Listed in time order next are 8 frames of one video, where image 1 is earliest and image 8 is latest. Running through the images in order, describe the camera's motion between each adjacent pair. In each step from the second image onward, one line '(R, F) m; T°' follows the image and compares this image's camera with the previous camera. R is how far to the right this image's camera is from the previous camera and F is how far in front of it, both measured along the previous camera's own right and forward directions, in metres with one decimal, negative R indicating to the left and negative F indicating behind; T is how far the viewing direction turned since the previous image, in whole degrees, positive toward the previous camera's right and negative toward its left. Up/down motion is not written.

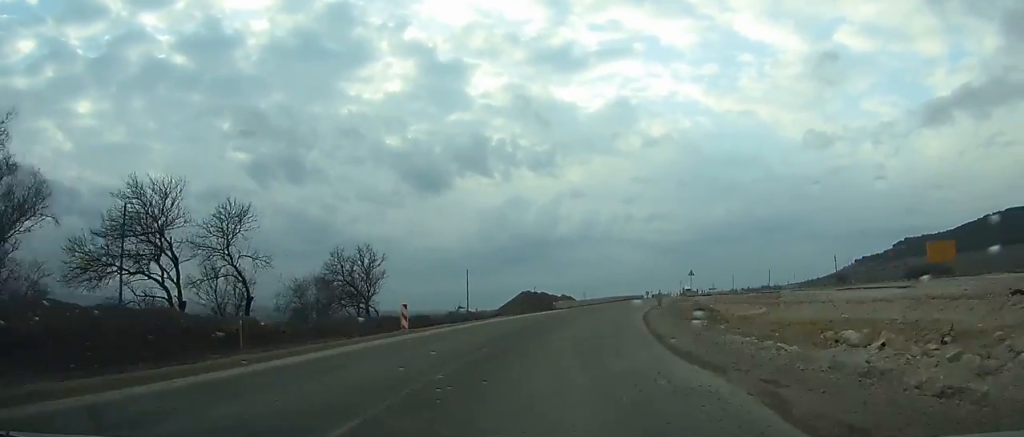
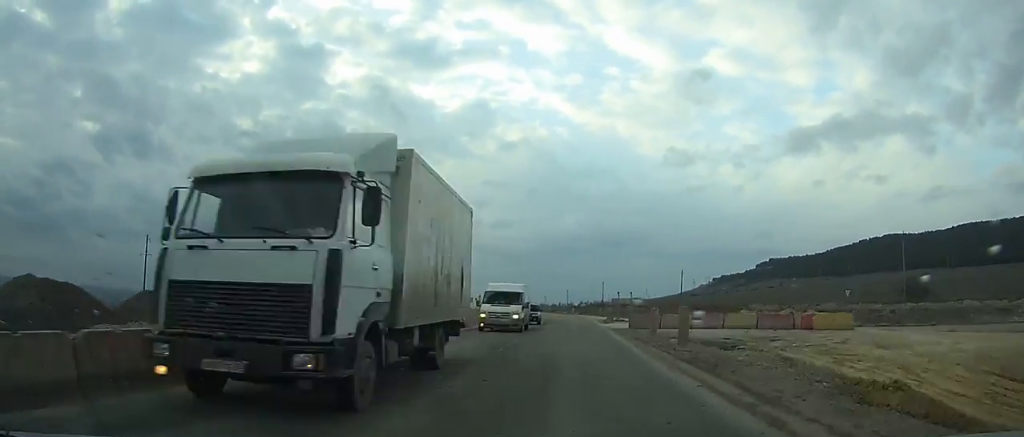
(+15.5, +125.7) m; +8°
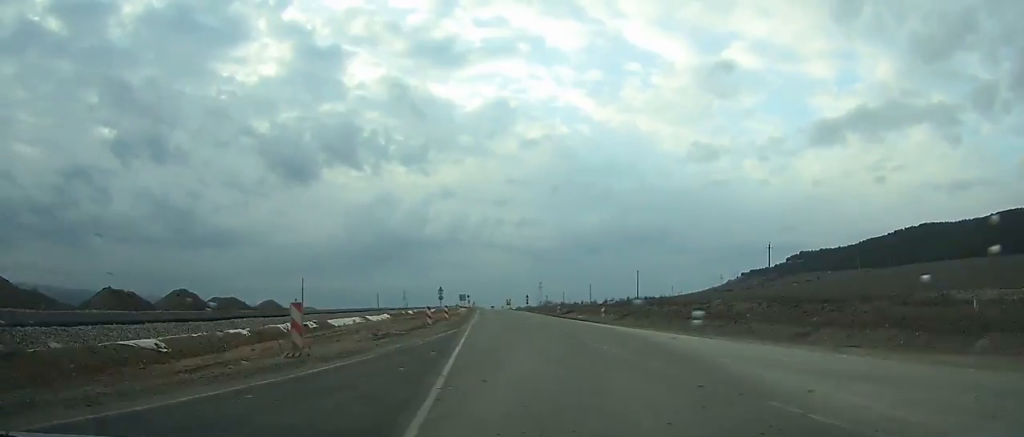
(-0.9, +57.4) m; -3°
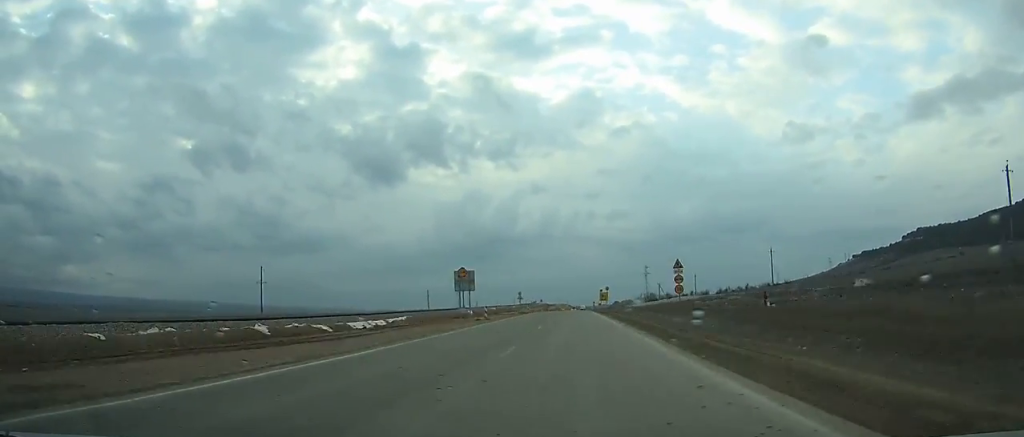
(-8.0, +124.4) m; -5°
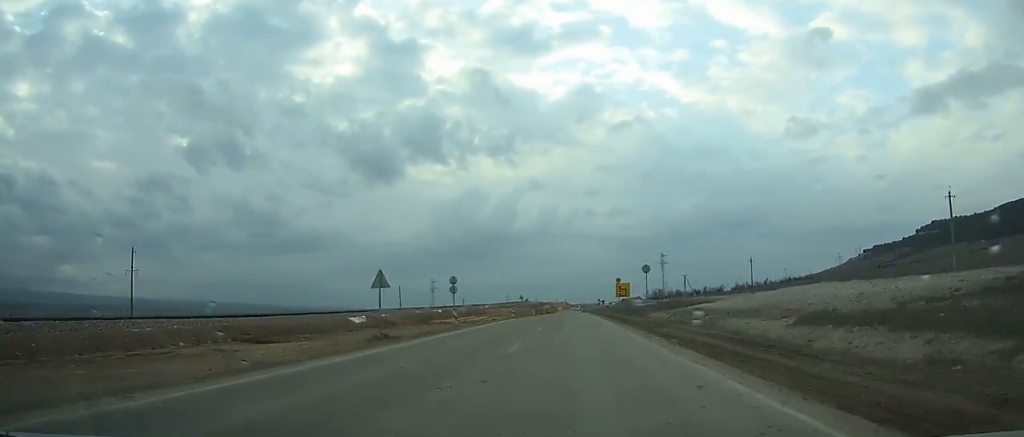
(0.0, +57.5) m; 0°
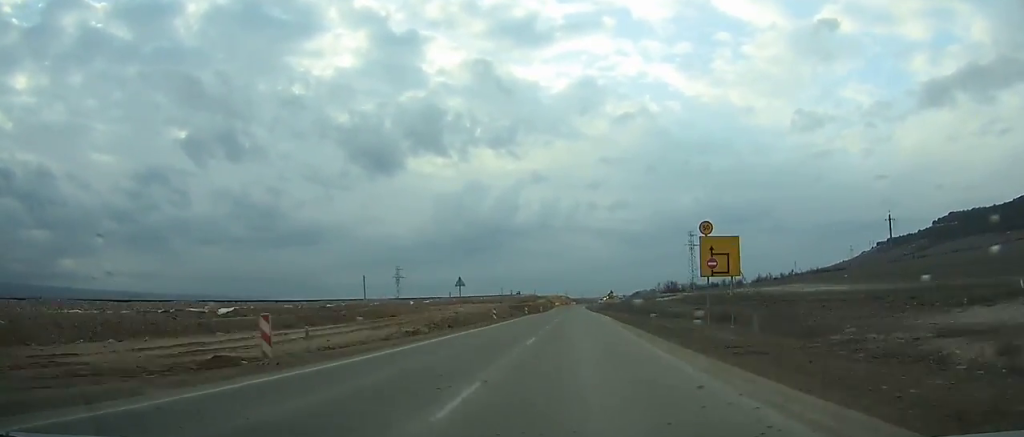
(+0.1, +54.7) m; 0°
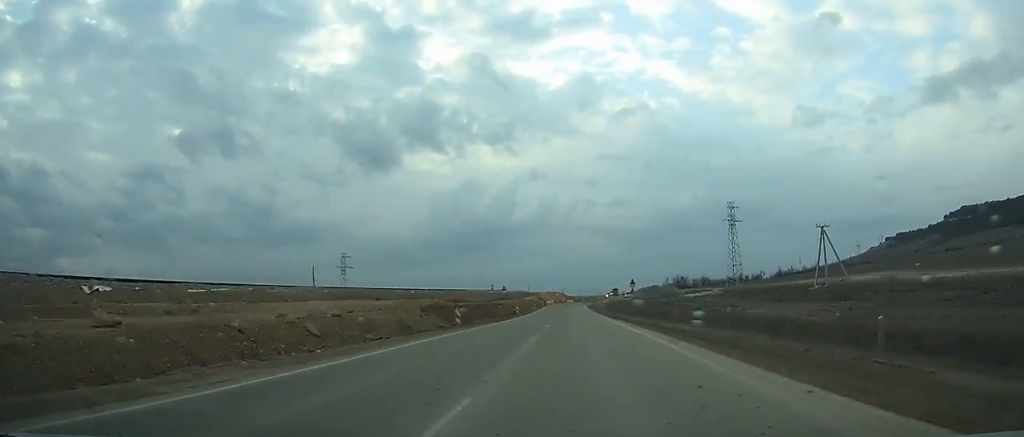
(+0.1, +45.8) m; 0°
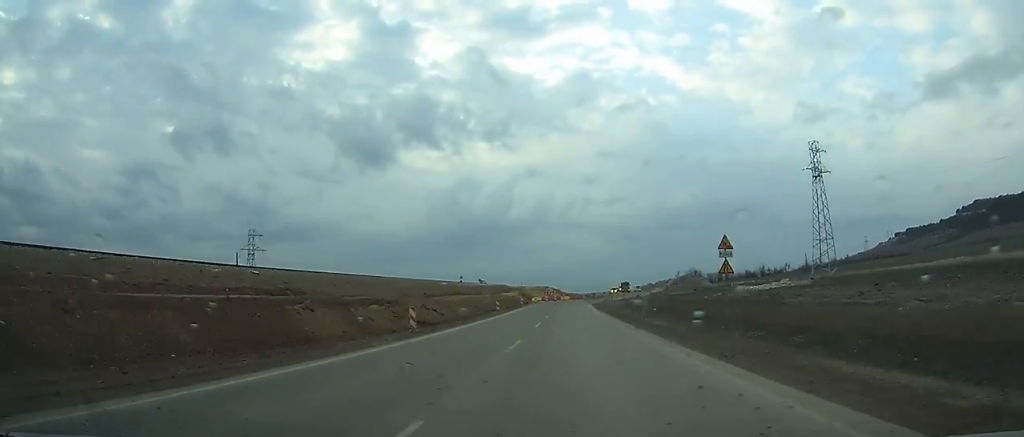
(0.0, +44.1) m; +1°
